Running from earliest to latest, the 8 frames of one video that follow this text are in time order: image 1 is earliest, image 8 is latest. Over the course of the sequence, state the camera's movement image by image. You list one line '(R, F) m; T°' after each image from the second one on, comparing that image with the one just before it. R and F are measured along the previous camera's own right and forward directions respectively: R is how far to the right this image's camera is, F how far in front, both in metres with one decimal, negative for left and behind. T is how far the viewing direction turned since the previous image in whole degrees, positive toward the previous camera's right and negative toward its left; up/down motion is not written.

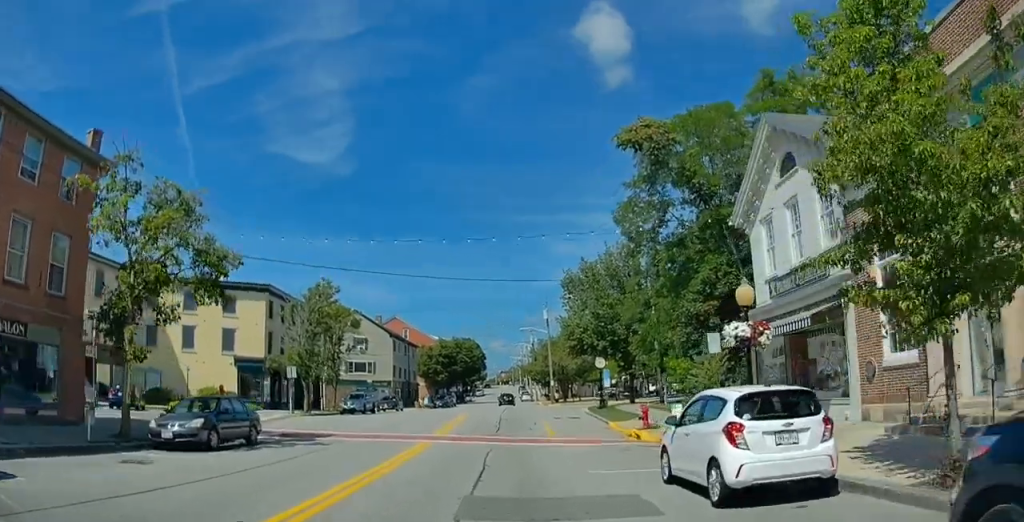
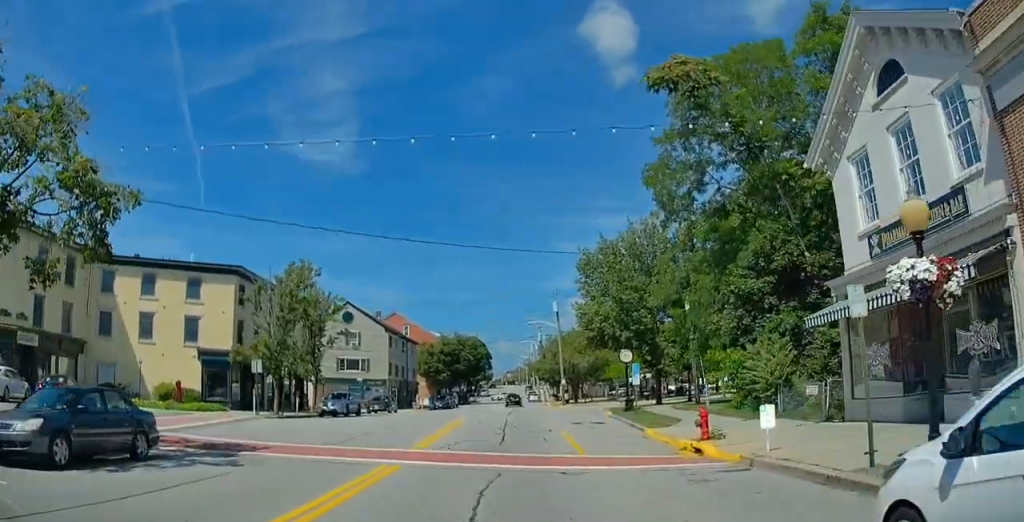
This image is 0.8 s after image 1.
(-0.3, +6.5) m; -1°
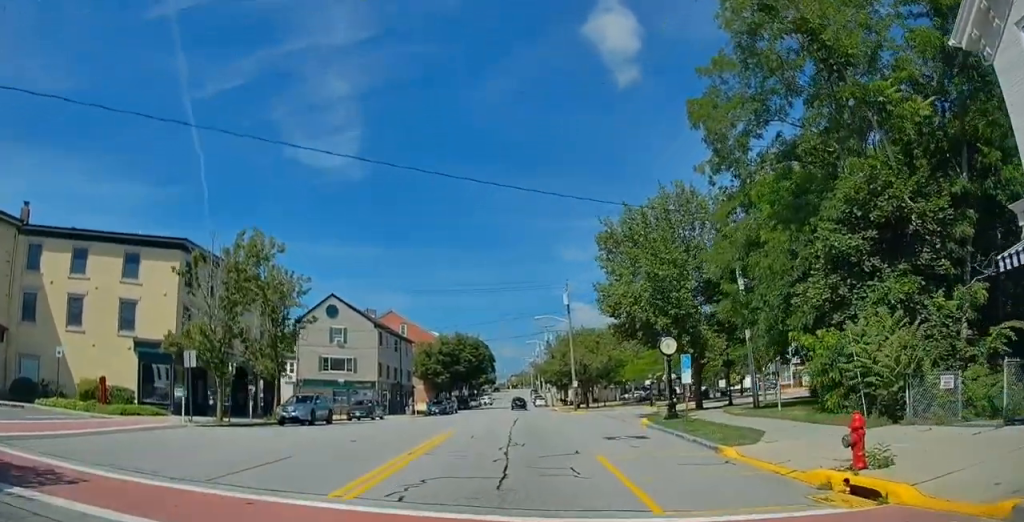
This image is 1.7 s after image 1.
(+0.1, +7.7) m; +2°
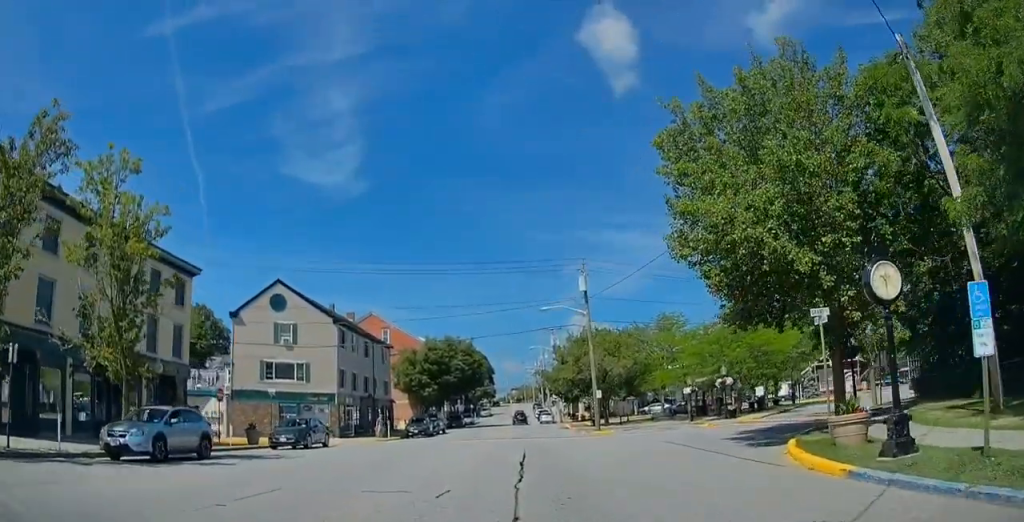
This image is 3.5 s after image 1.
(0.0, +14.6) m; -2°
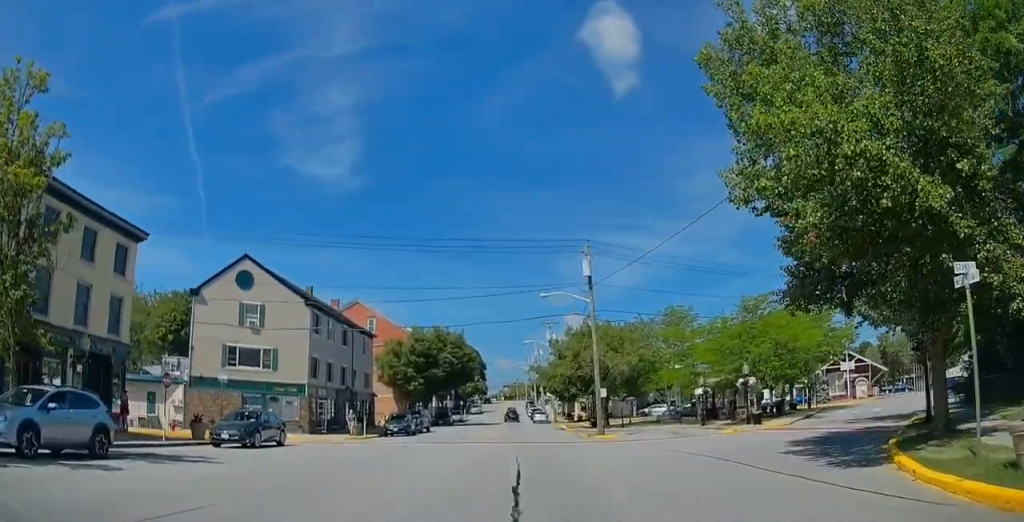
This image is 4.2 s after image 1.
(-0.2, +5.5) m; -1°
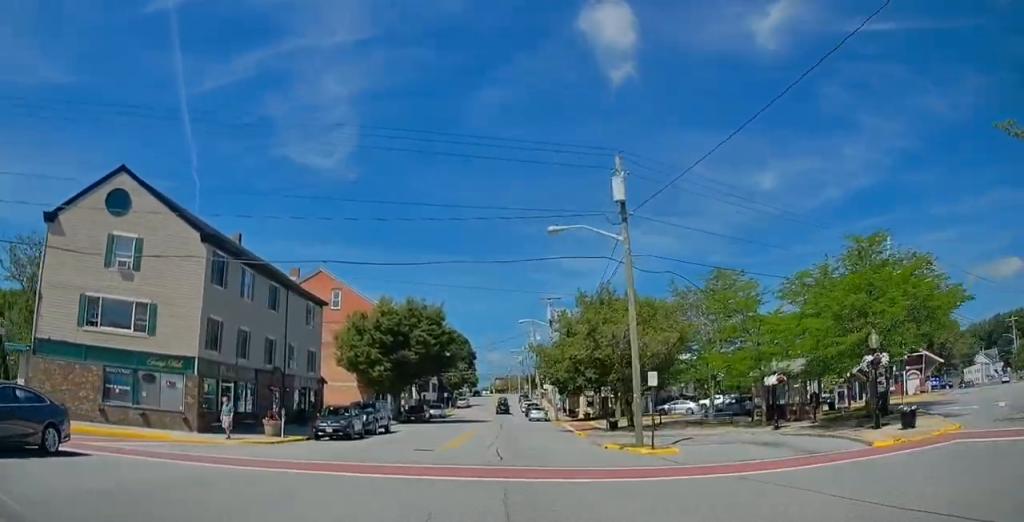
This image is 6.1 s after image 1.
(0.0, +14.2) m; -3°
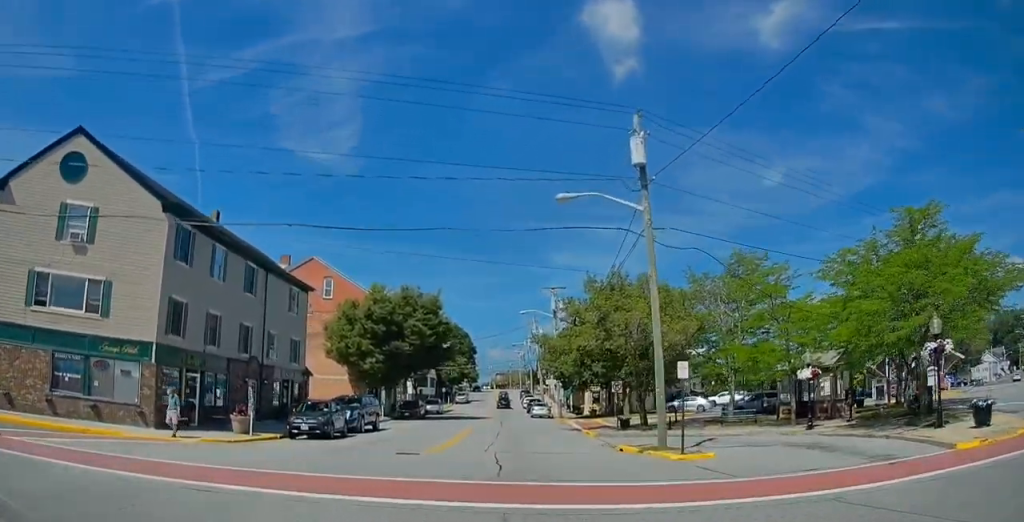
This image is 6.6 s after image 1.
(-0.1, +3.6) m; 0°
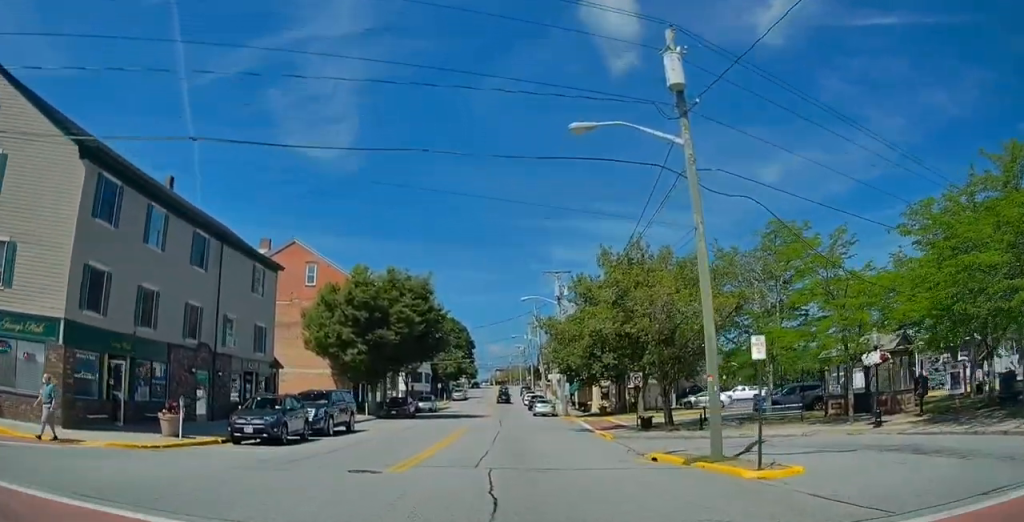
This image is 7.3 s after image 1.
(-0.1, +5.5) m; +1°
